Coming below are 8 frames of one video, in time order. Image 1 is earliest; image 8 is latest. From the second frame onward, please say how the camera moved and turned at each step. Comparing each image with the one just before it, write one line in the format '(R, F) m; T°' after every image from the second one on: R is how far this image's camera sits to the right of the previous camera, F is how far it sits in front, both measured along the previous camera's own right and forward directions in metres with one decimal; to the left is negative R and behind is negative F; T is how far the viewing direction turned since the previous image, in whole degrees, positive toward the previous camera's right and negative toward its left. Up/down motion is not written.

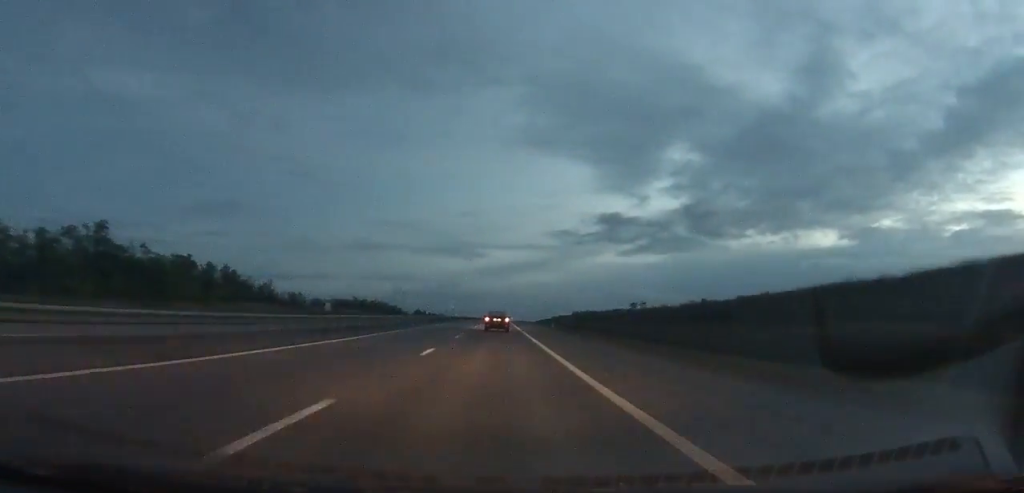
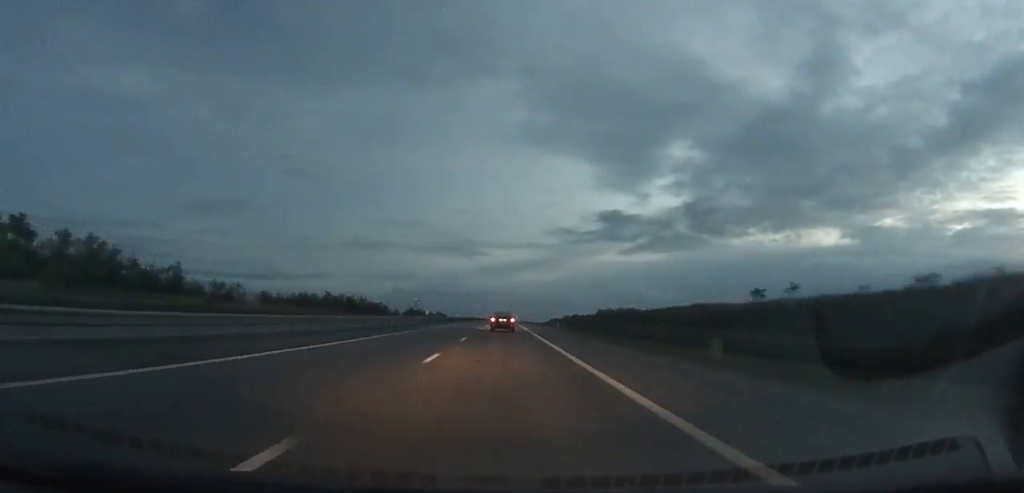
(0.0, +48.4) m; 0°
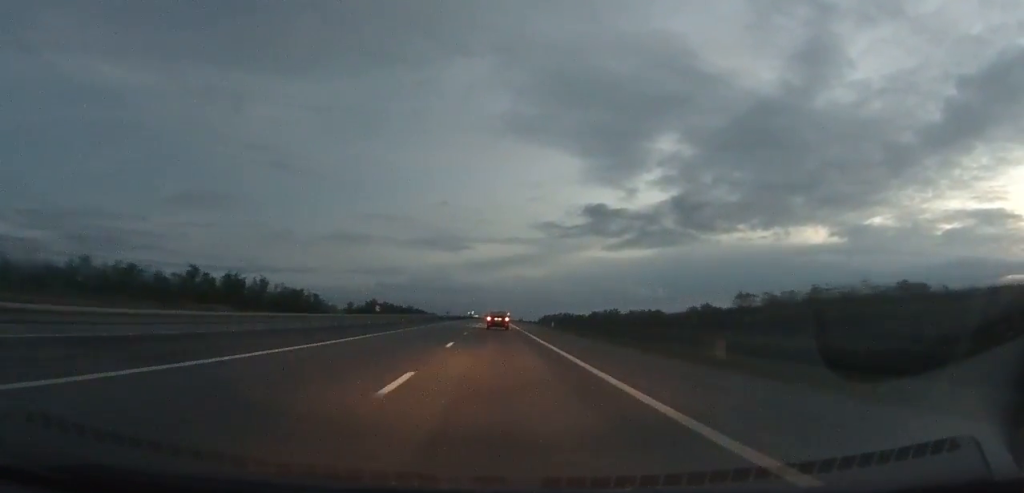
(+0.6, +102.9) m; +1°
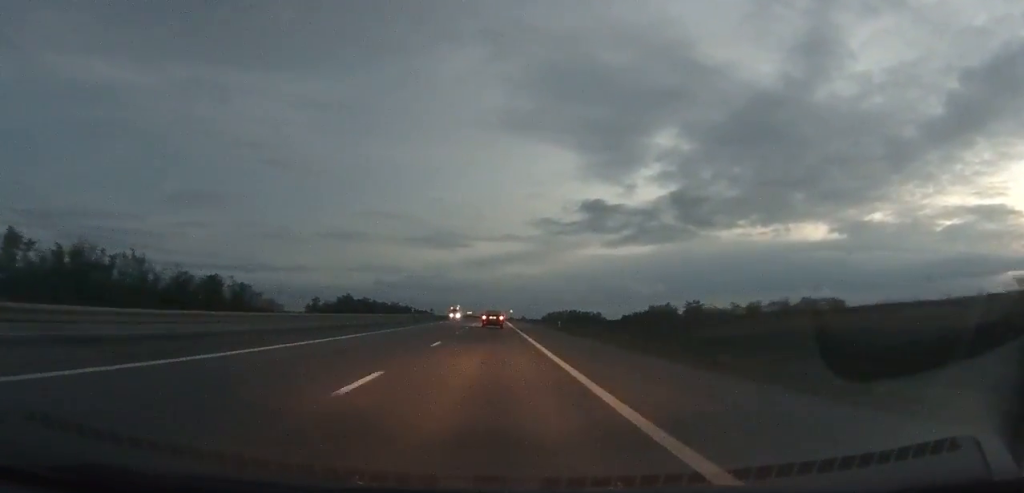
(+0.2, +60.8) m; 0°
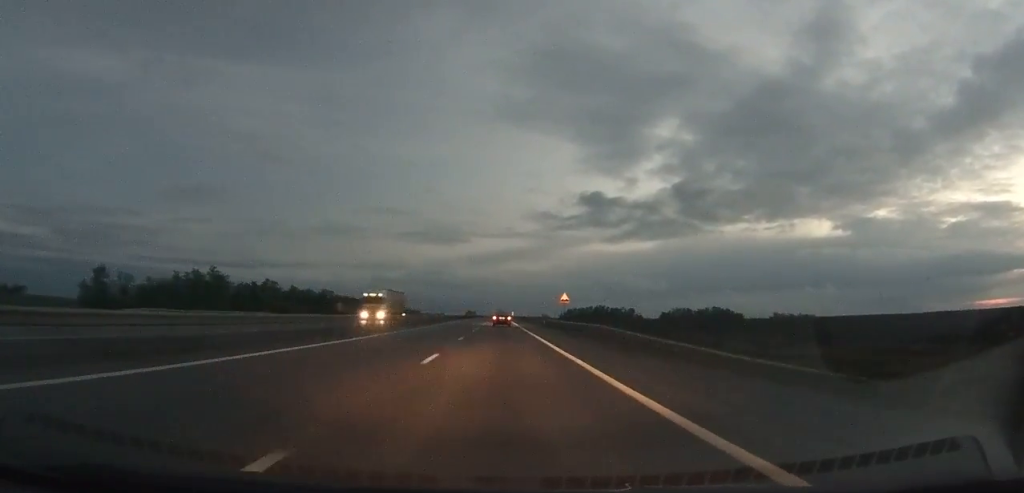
(+0.2, +161.5) m; 0°
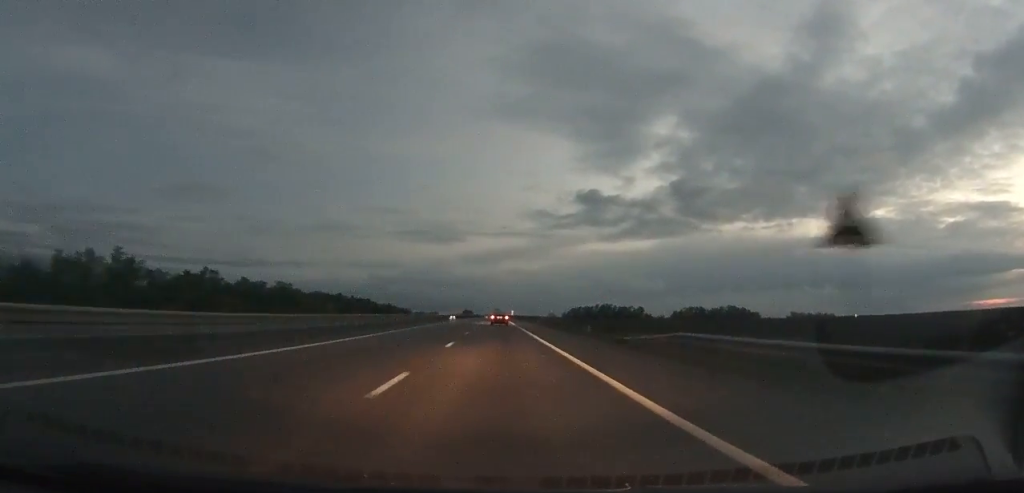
(-0.1, +42.8) m; 0°
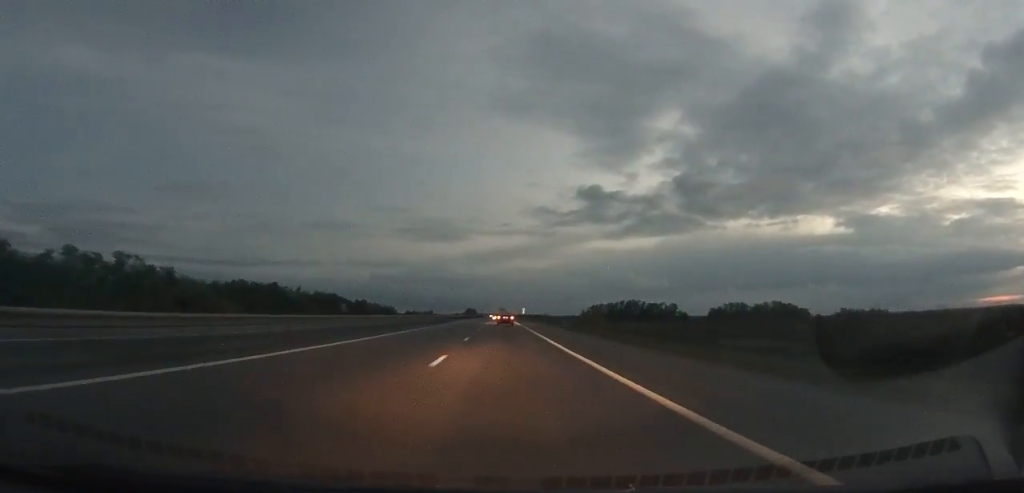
(0.0, +78.7) m; 0°
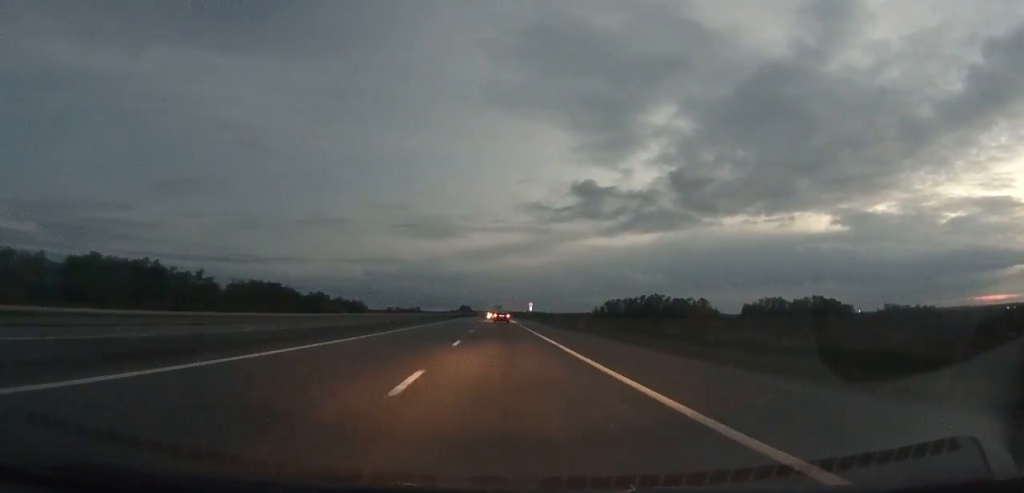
(+0.1, +65.7) m; 0°
